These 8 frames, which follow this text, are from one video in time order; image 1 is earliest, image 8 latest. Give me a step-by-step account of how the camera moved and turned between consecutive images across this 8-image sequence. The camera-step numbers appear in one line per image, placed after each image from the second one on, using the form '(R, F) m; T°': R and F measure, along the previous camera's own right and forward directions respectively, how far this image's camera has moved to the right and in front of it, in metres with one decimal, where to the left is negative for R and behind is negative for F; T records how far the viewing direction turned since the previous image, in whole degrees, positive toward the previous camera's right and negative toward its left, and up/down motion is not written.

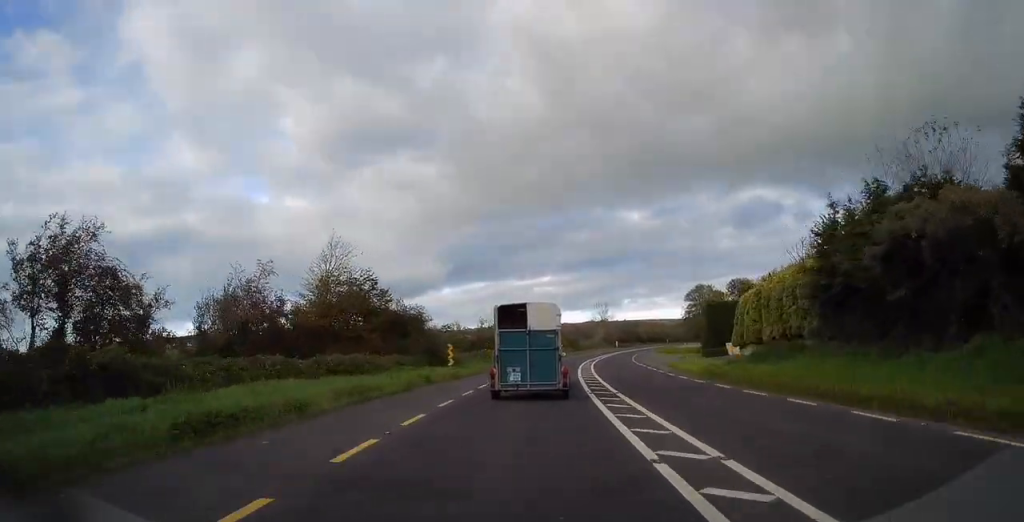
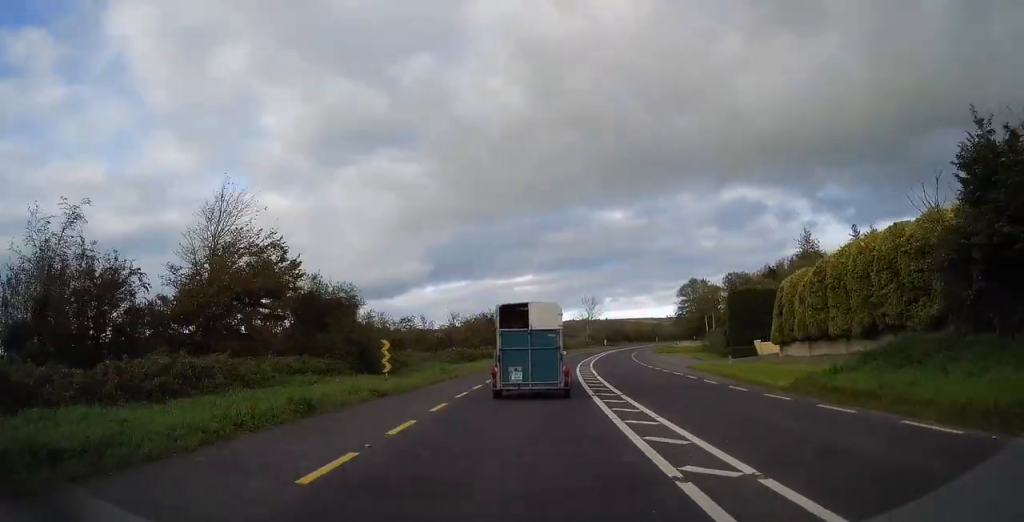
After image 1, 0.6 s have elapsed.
(+0.1, +12.9) m; +2°
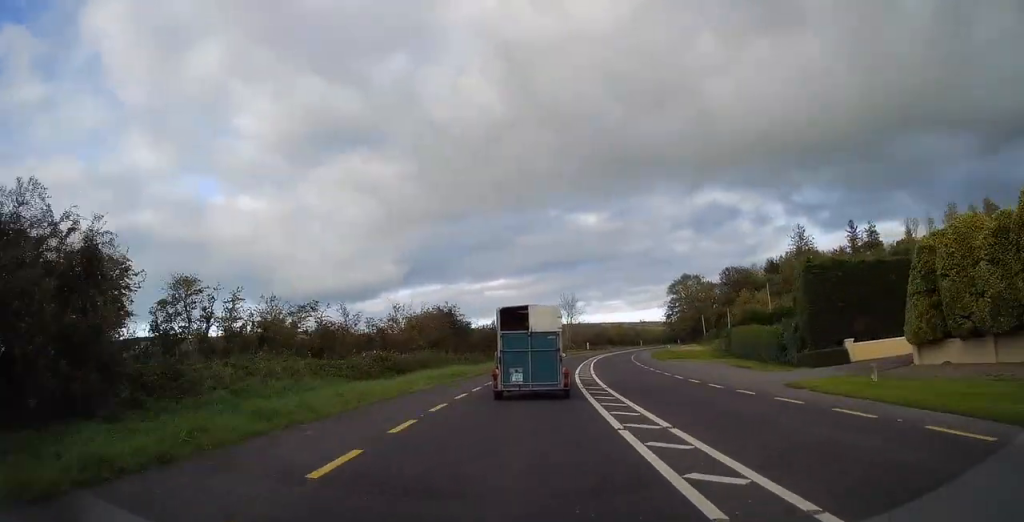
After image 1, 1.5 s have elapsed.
(+0.4, +19.2) m; +3°
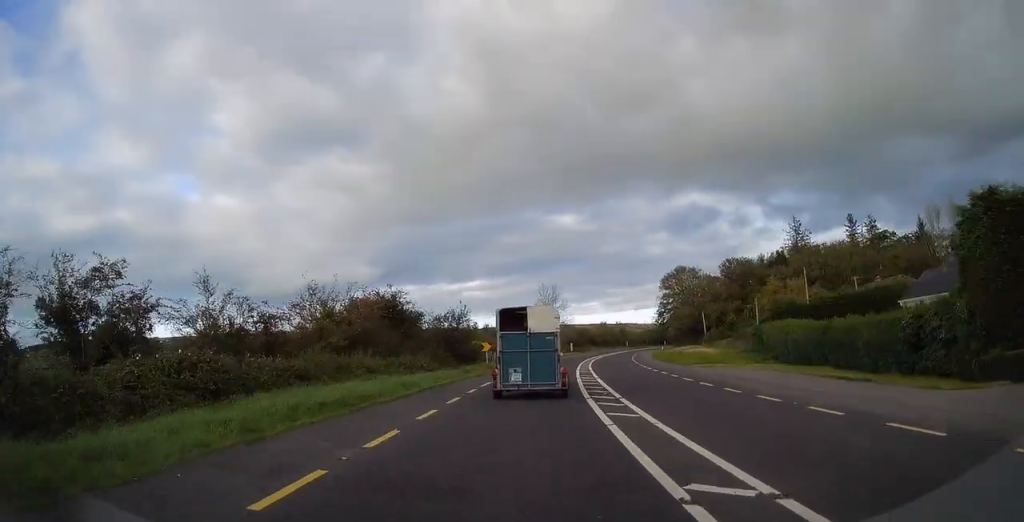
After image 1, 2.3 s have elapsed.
(+0.4, +17.0) m; +2°
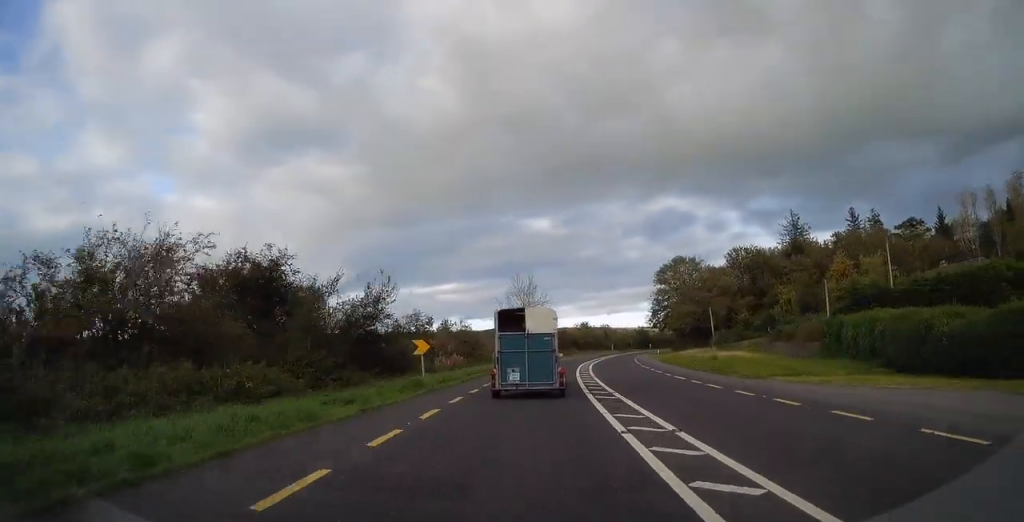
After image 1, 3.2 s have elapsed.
(+0.5, +19.1) m; +3°
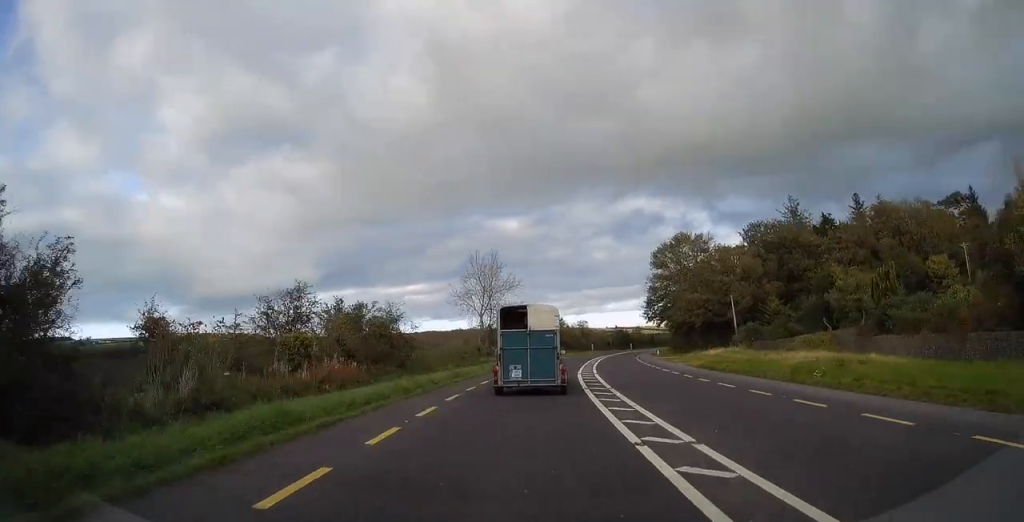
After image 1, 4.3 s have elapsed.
(+0.8, +22.7) m; +4°
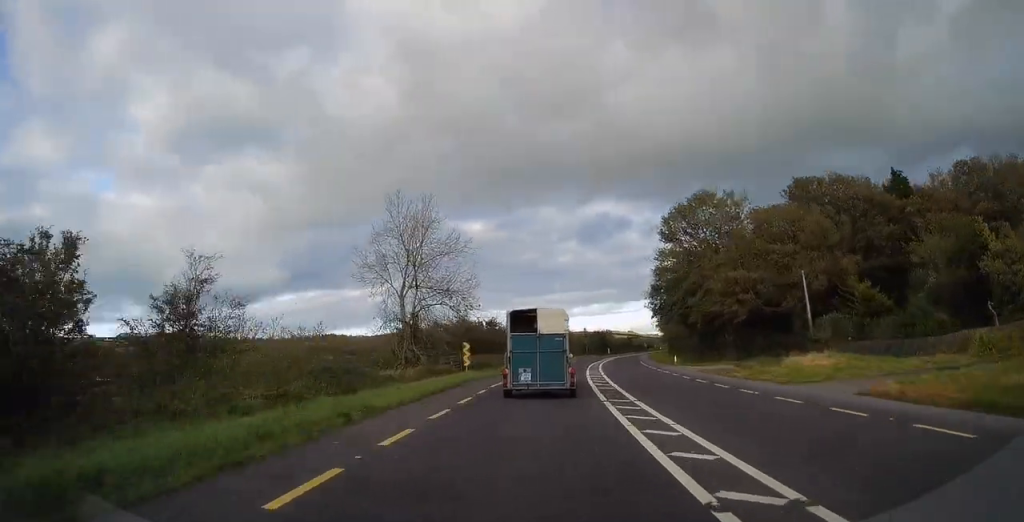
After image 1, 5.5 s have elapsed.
(+0.8, +26.2) m; +4°
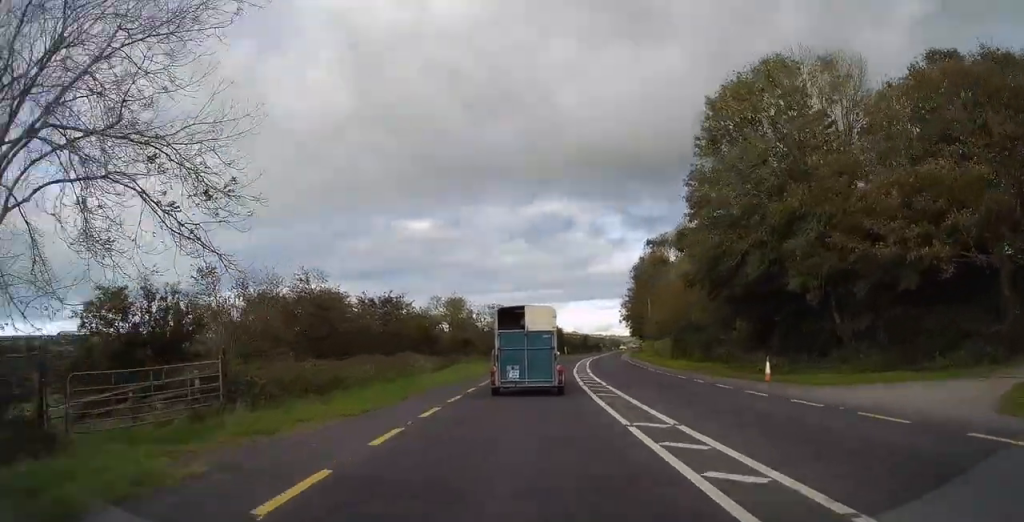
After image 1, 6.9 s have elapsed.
(+1.4, +29.9) m; +5°
